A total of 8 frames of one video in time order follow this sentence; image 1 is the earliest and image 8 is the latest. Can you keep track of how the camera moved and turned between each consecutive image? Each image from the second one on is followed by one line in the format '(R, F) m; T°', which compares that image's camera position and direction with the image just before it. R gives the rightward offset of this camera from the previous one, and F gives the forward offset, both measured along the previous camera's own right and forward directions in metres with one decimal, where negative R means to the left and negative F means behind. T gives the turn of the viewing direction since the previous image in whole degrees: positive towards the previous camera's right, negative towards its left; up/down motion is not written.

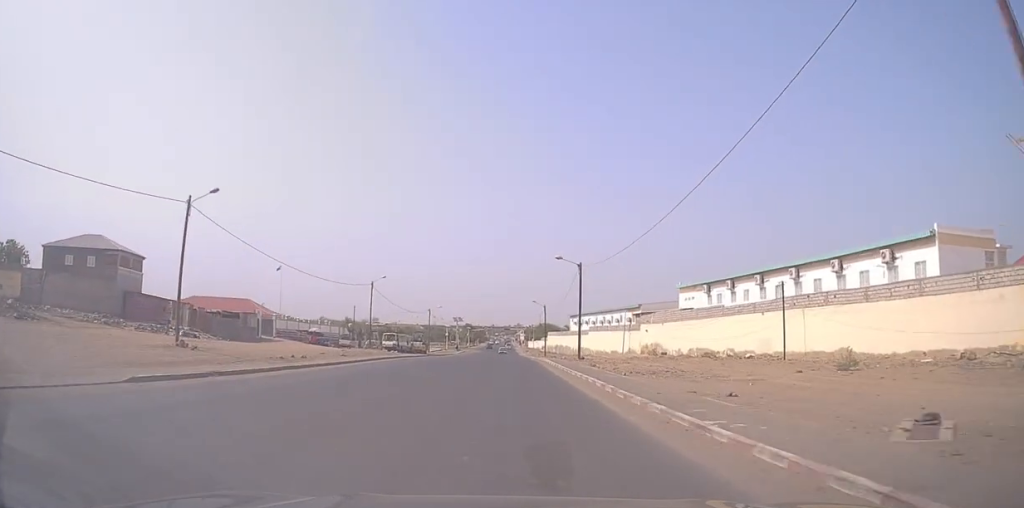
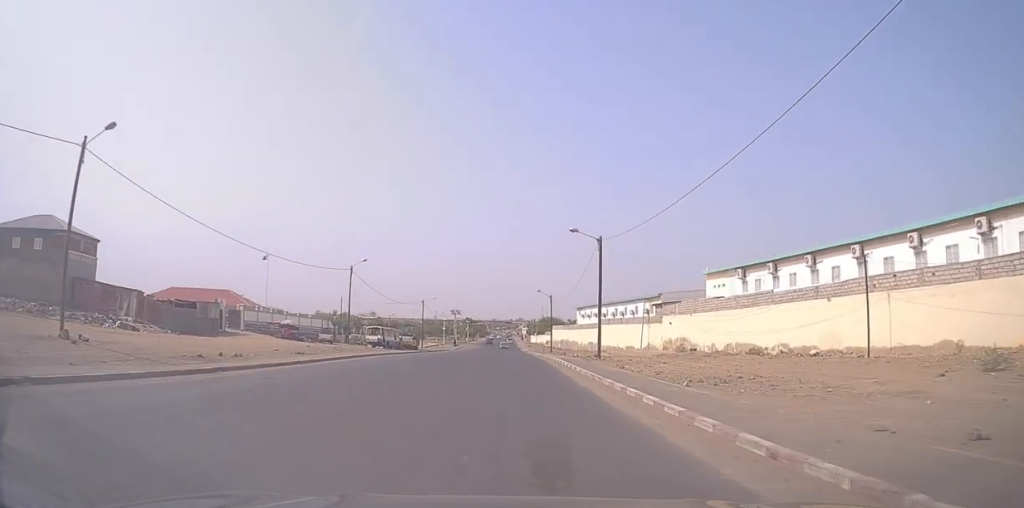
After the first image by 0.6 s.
(+0.1, +9.7) m; 0°
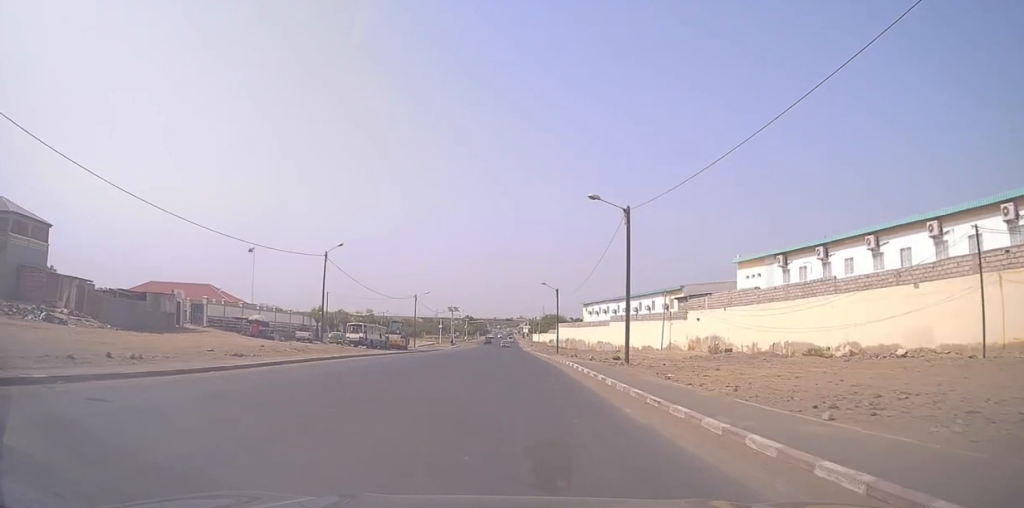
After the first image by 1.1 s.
(+0.2, +8.6) m; -1°
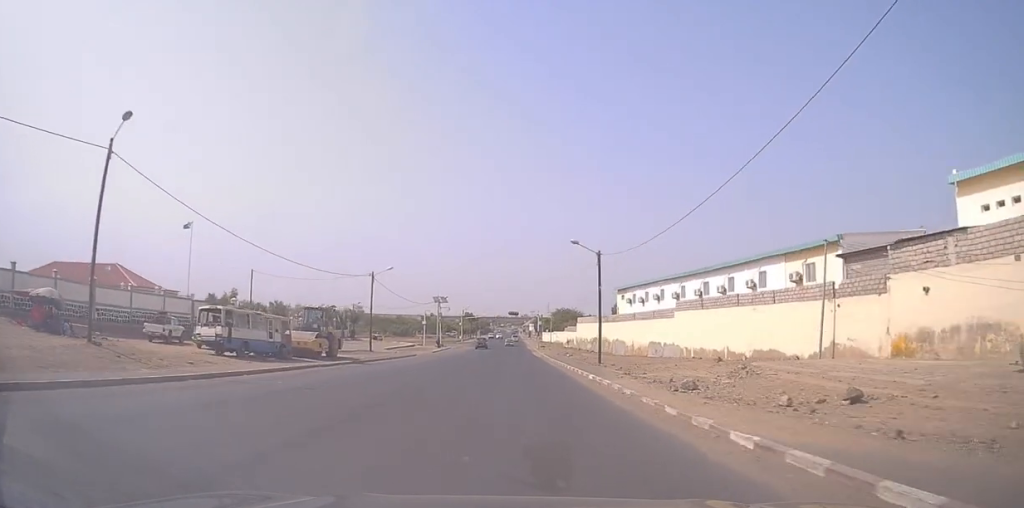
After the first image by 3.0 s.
(-0.1, +30.5) m; +1°
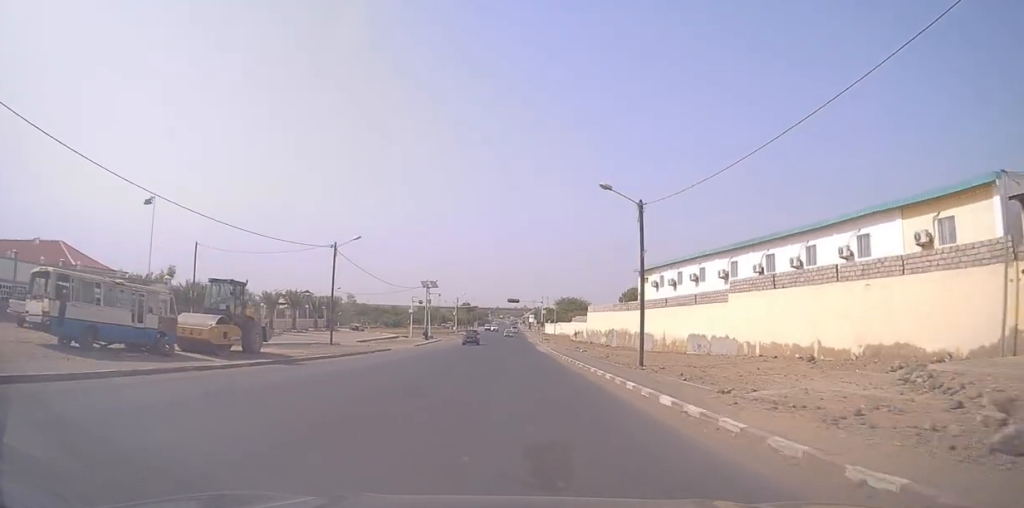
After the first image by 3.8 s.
(-0.2, +13.0) m; 0°
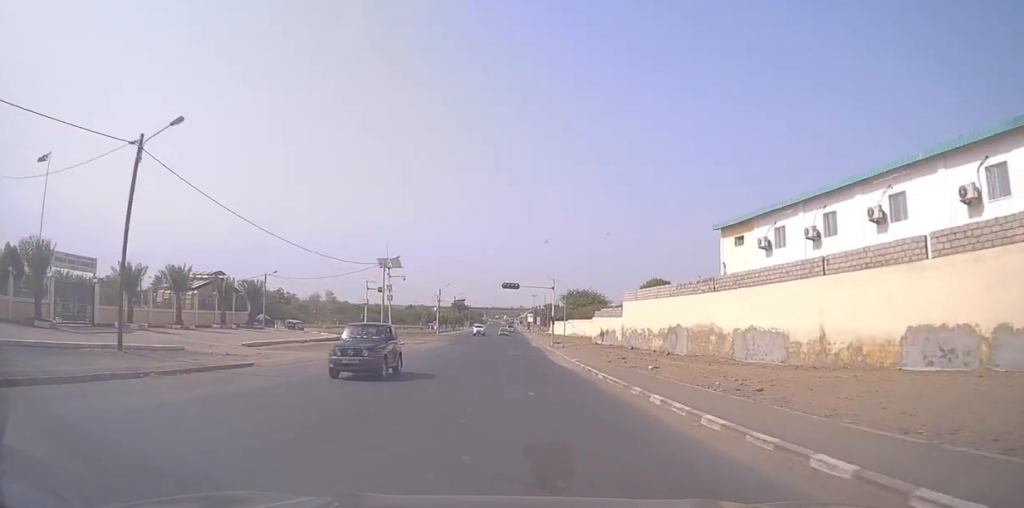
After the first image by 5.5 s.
(+0.1, +26.8) m; 0°
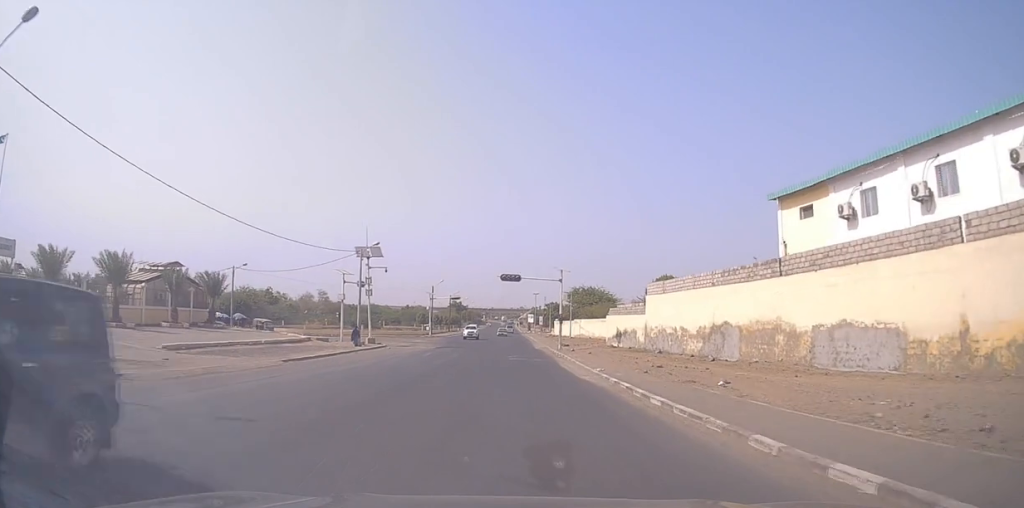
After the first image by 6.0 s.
(0.0, +9.0) m; 0°
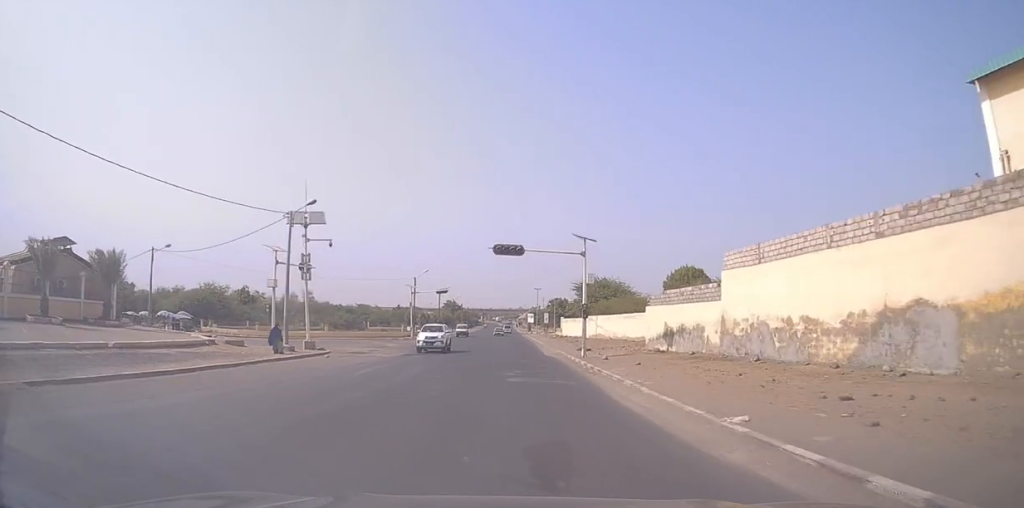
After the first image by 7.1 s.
(0.0, +16.2) m; -1°
